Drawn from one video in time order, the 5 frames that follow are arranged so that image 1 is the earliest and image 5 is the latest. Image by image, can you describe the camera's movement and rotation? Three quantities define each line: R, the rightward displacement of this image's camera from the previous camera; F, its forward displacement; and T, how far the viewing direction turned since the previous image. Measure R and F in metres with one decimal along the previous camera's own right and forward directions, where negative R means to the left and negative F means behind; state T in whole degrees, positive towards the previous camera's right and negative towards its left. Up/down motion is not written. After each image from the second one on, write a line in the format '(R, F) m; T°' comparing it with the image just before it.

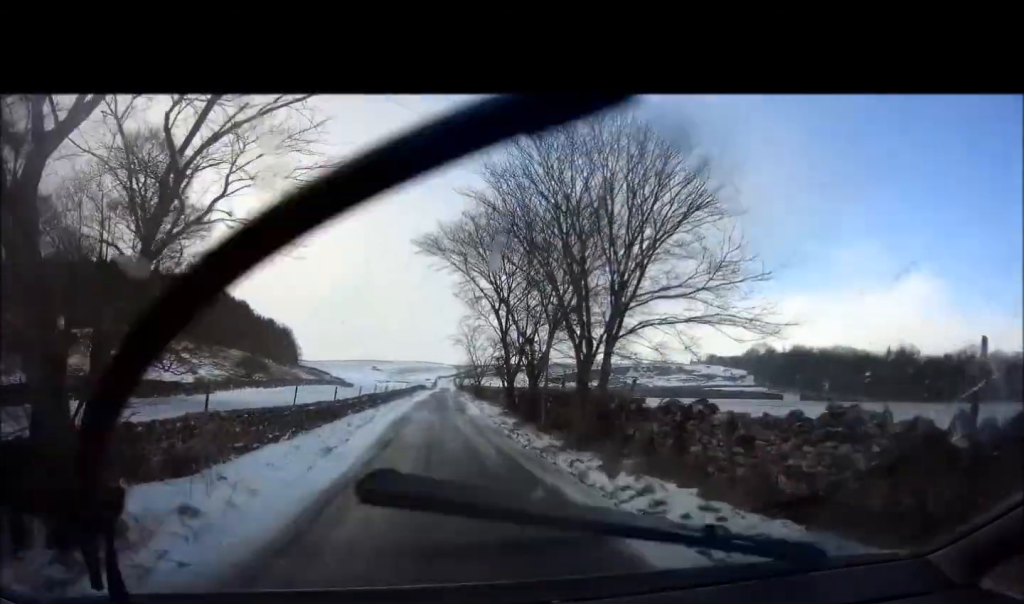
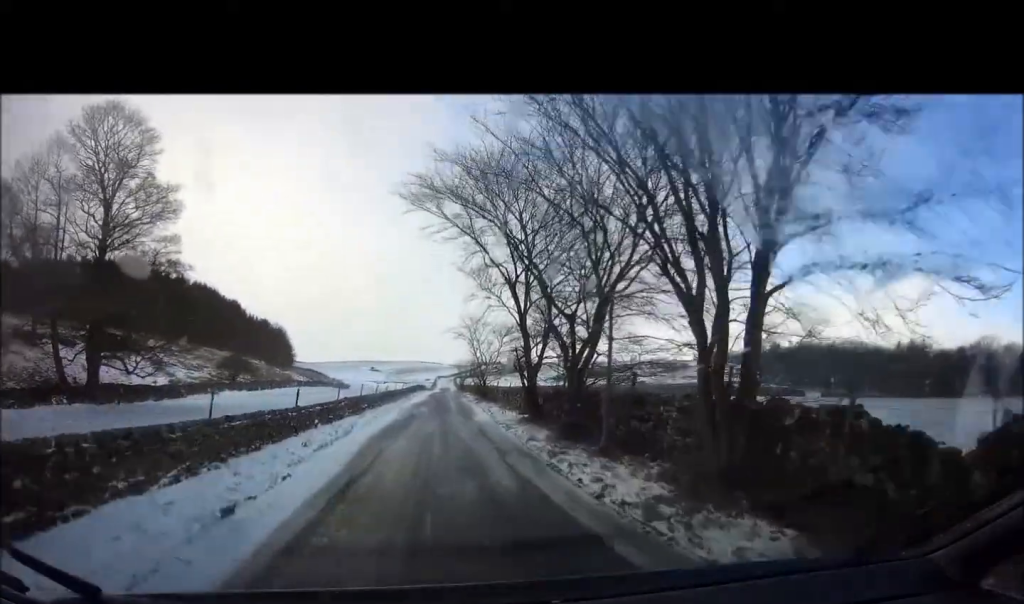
(0.0, +5.9) m; 0°
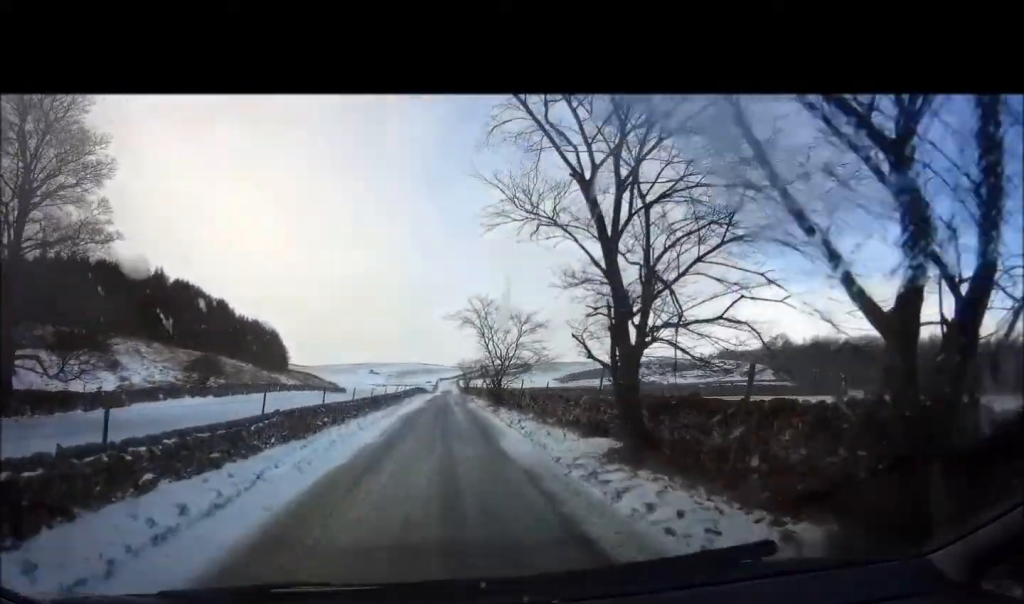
(-0.1, +10.3) m; -1°
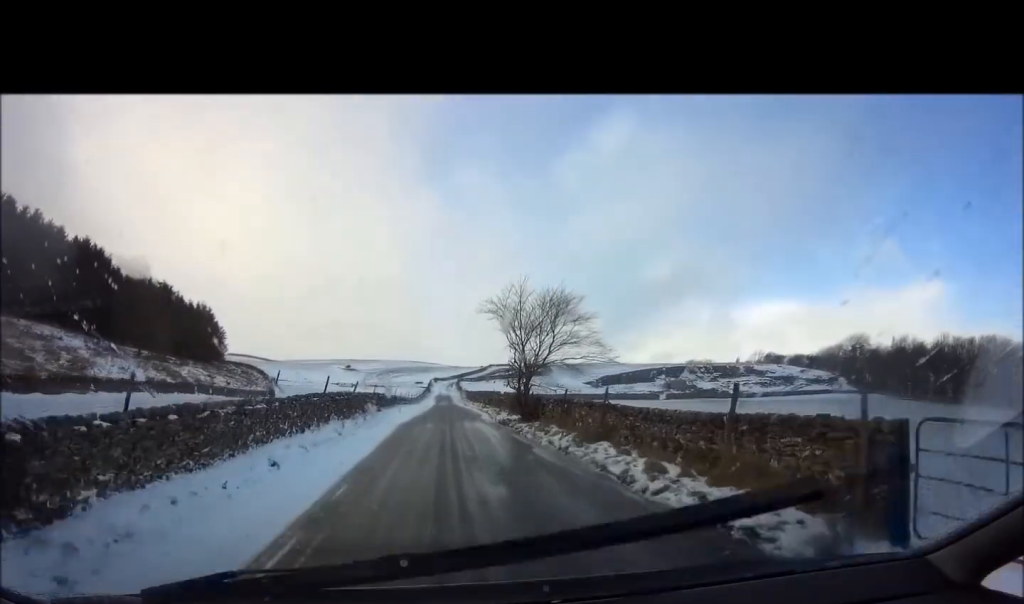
(+1.0, +59.9) m; +2°
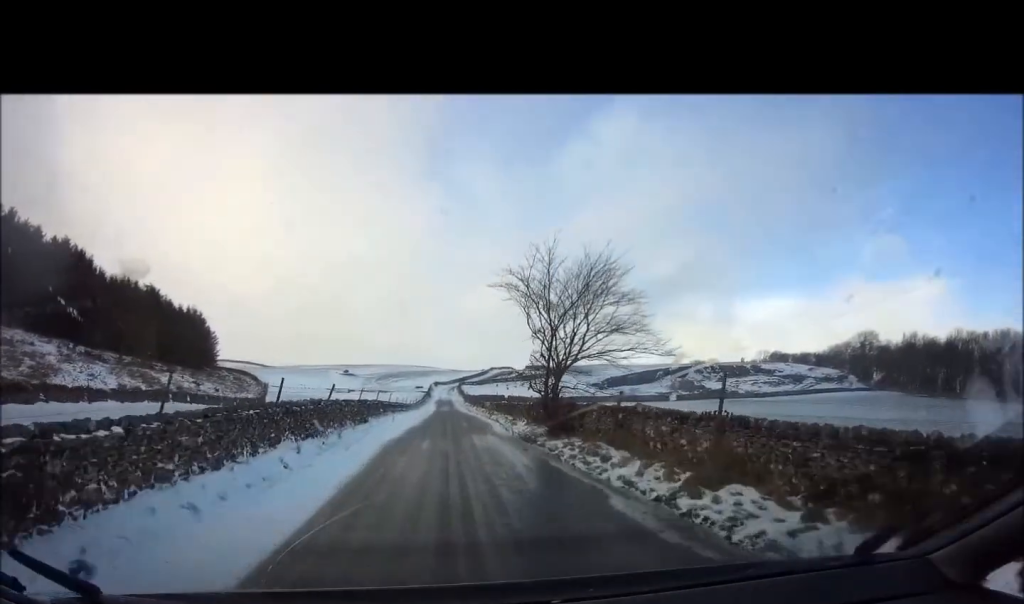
(0.0, +5.7) m; 0°
